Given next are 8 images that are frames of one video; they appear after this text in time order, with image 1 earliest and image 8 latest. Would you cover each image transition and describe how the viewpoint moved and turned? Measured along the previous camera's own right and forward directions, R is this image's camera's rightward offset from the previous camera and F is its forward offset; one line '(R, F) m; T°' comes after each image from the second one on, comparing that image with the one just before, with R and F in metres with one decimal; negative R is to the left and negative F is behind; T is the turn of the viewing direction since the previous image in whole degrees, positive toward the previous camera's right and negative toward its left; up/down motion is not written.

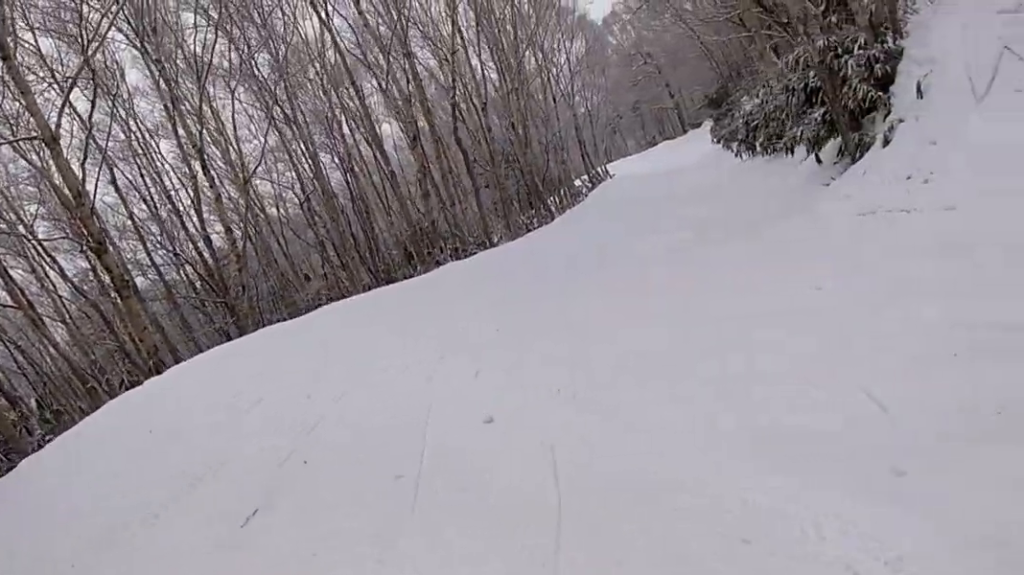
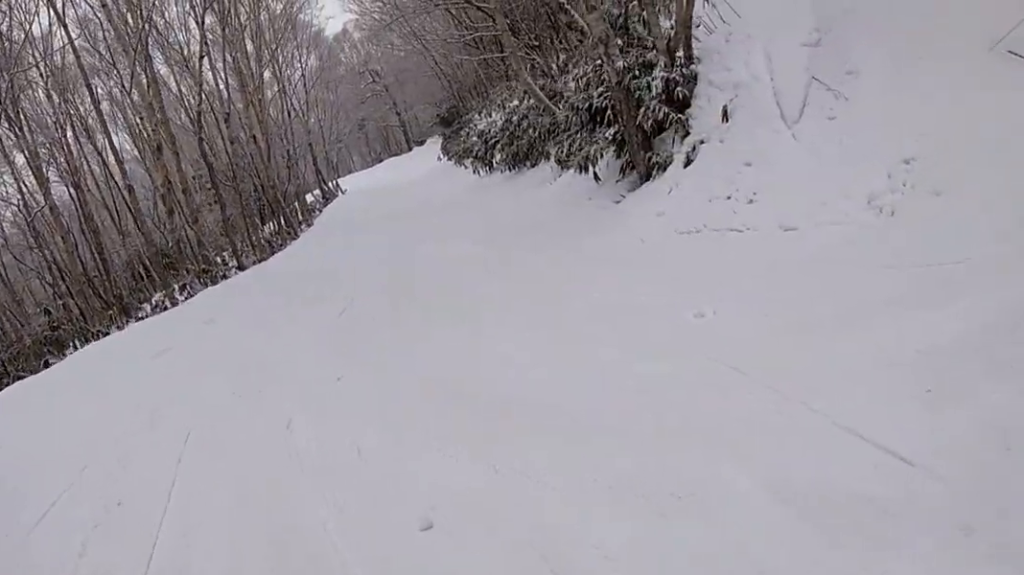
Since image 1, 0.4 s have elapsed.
(+0.8, +1.2) m; +17°
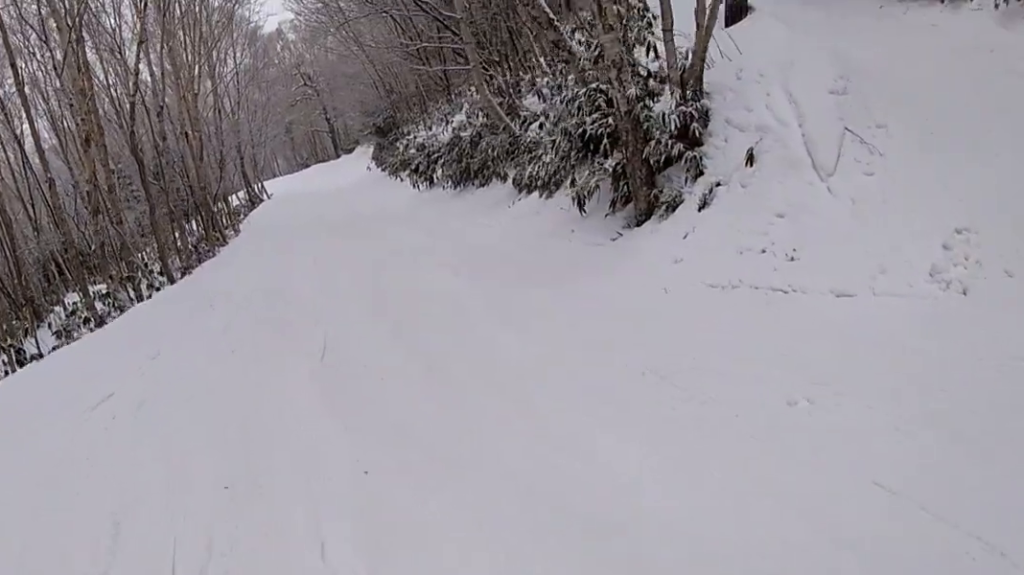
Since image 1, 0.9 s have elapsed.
(-0.1, +1.7) m; +7°
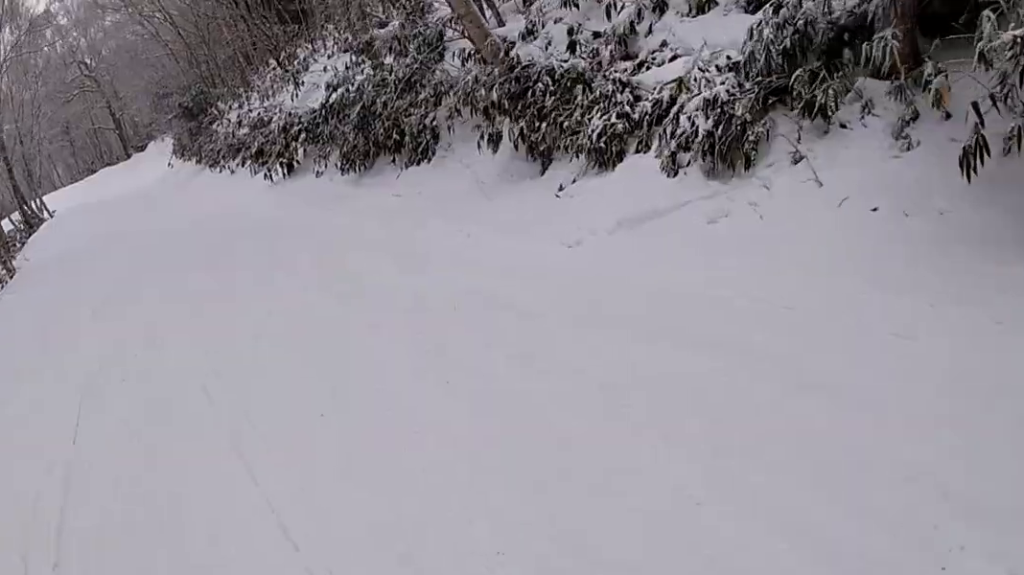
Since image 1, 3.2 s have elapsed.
(+2.8, +8.5) m; +28°
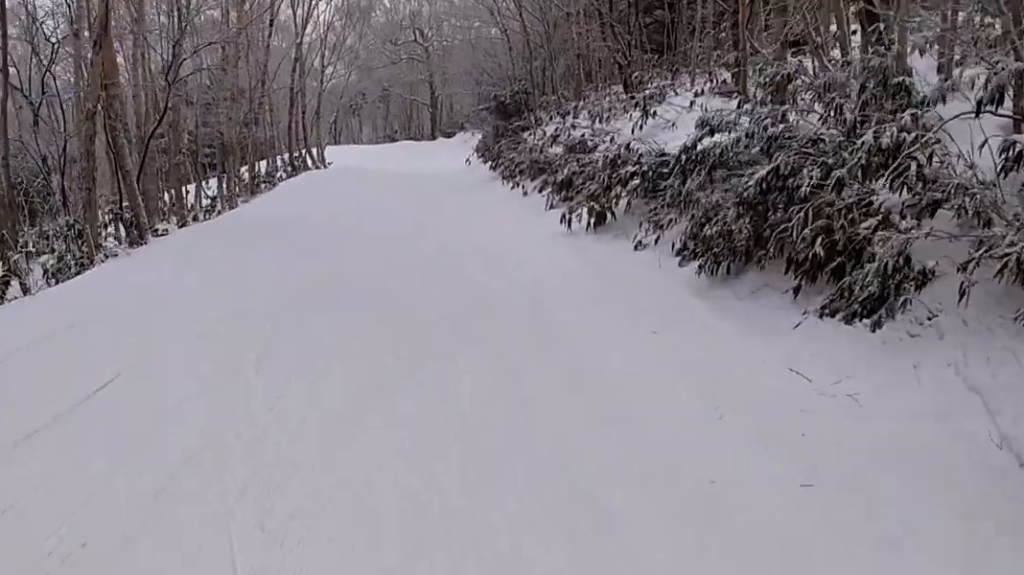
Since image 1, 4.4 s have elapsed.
(-0.3, +5.5) m; -7°
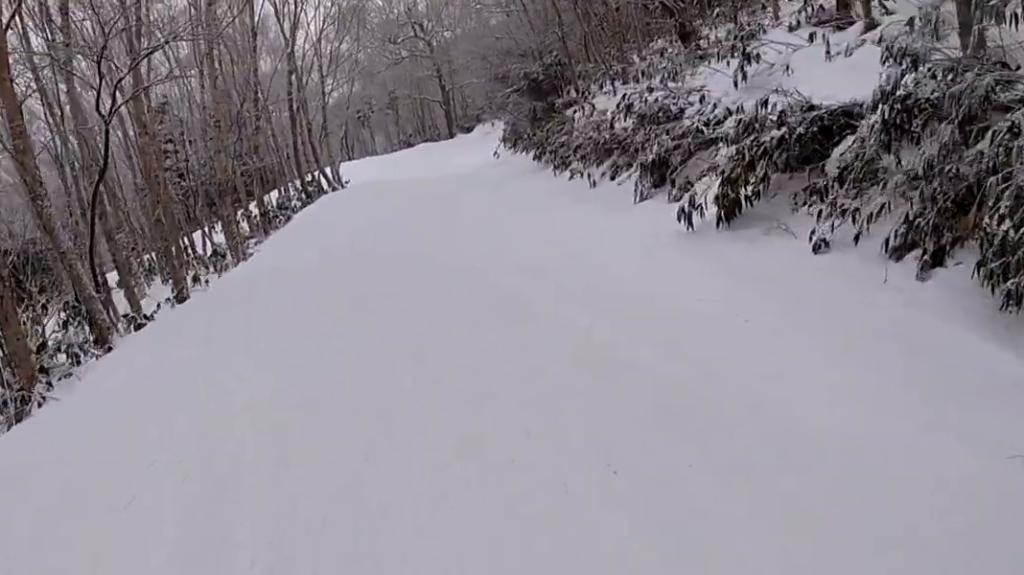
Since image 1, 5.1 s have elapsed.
(-0.1, +3.6) m; -2°
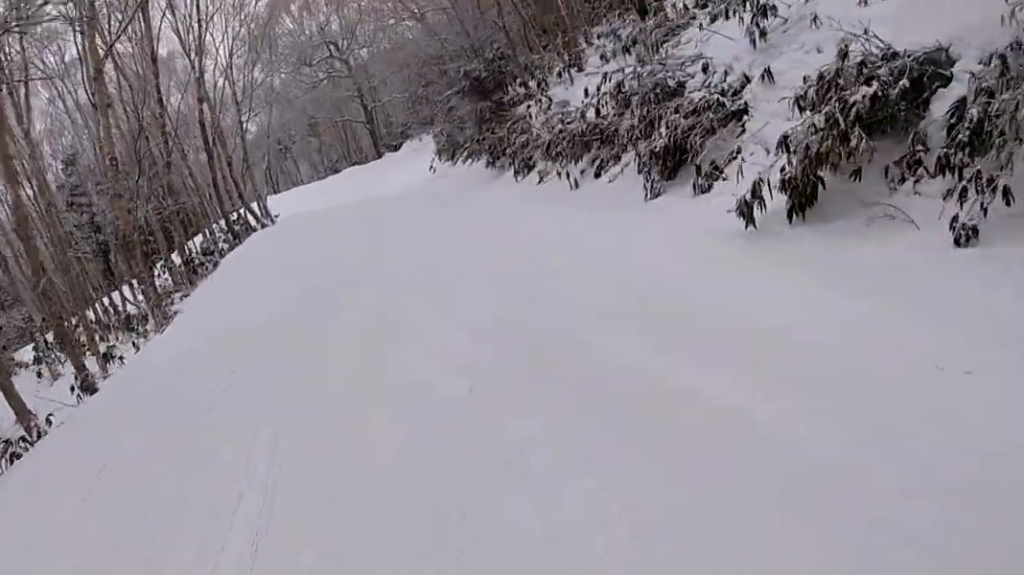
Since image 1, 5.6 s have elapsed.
(0.0, +2.5) m; -1°
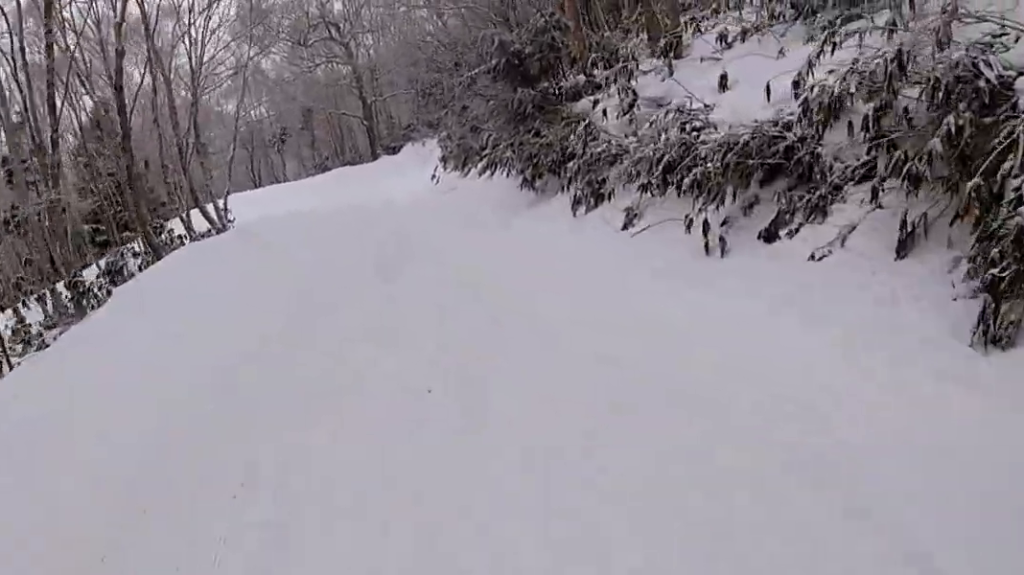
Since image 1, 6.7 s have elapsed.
(0.0, +6.5) m; 0°
